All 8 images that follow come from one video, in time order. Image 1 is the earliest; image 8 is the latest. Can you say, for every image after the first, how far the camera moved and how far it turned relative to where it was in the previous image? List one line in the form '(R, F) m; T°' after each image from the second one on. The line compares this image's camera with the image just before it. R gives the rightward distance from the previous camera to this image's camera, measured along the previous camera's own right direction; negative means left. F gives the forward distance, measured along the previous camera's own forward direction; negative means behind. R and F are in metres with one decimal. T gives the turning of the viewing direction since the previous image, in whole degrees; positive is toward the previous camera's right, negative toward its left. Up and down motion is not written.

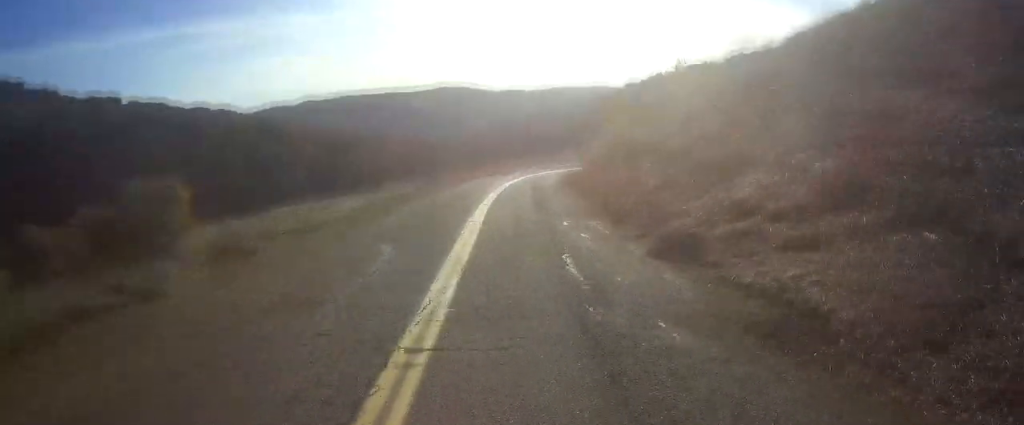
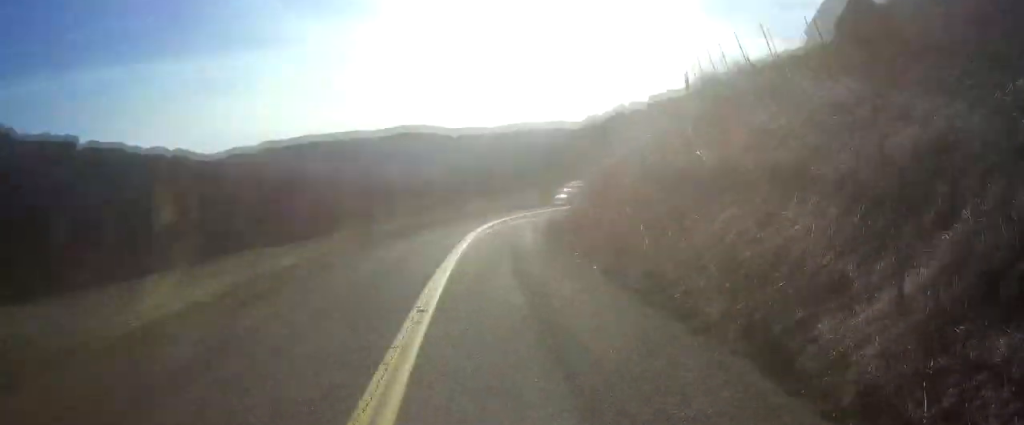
(+0.3, +12.2) m; +2°
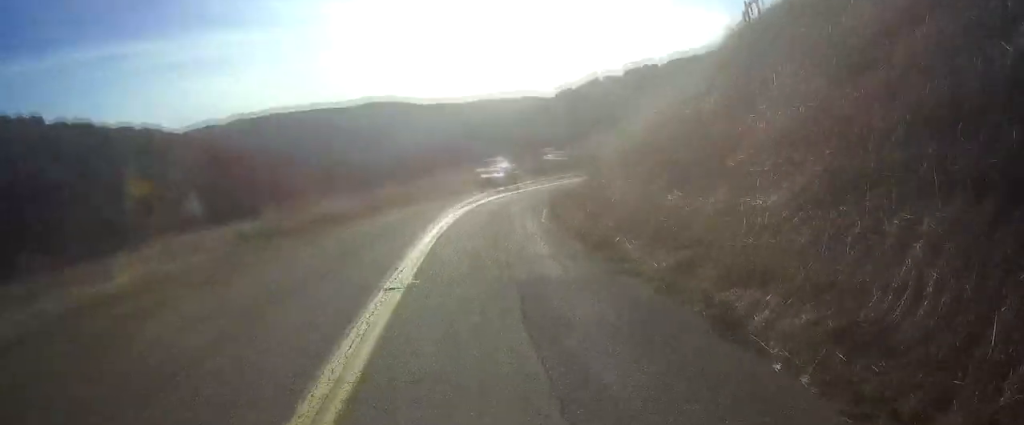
(0.0, +14.0) m; +2°
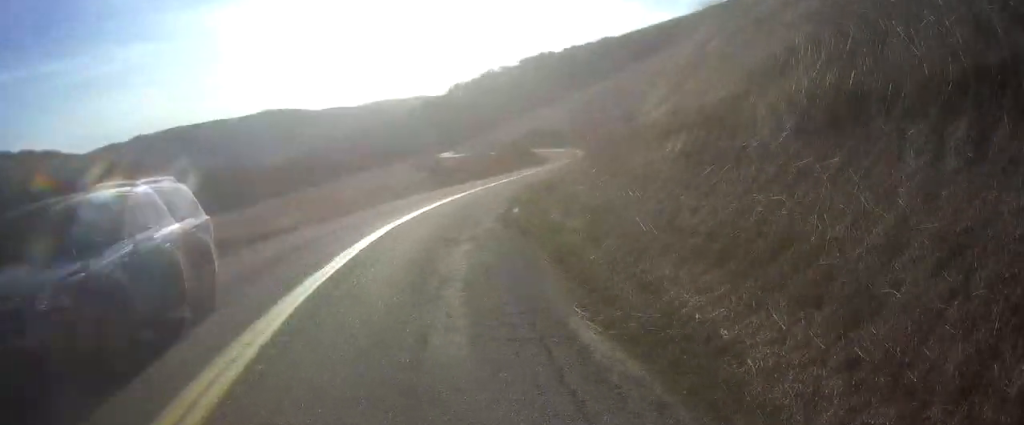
(+0.8, +18.6) m; +5°
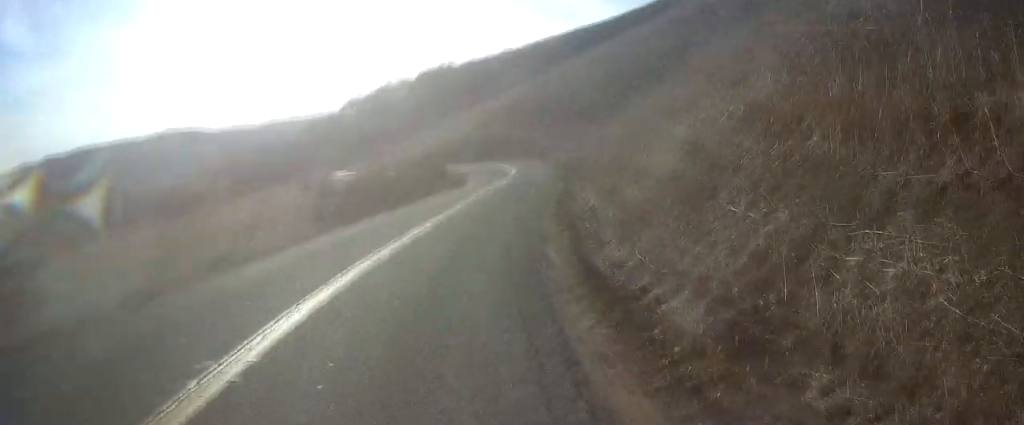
(+1.6, +20.2) m; +10°
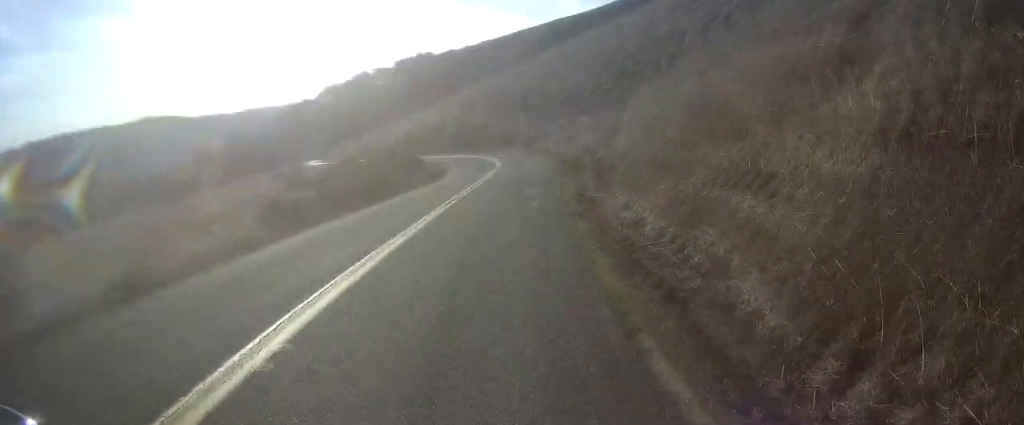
(+0.1, +7.0) m; +4°
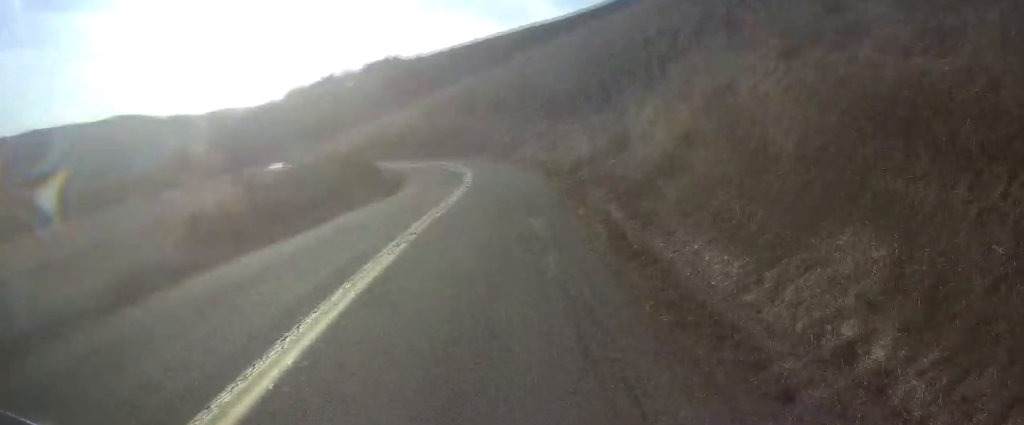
(+0.5, +7.2) m; +2°
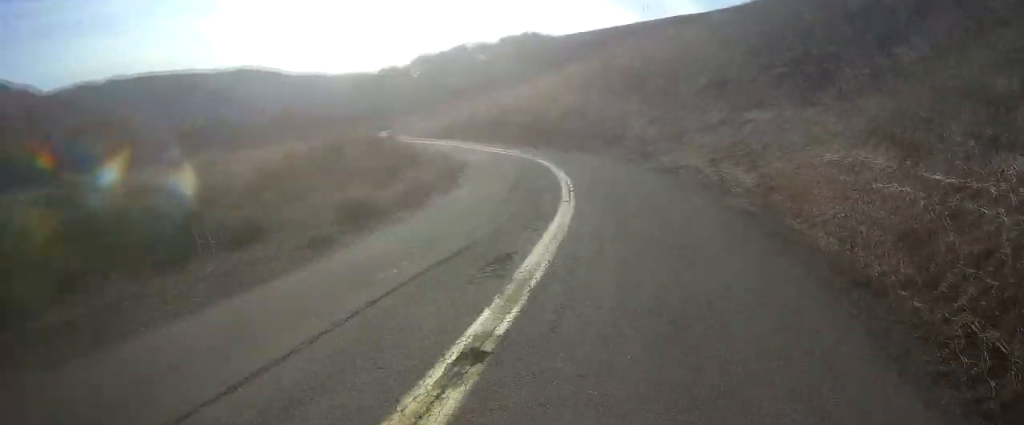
(+0.9, +22.5) m; -1°
